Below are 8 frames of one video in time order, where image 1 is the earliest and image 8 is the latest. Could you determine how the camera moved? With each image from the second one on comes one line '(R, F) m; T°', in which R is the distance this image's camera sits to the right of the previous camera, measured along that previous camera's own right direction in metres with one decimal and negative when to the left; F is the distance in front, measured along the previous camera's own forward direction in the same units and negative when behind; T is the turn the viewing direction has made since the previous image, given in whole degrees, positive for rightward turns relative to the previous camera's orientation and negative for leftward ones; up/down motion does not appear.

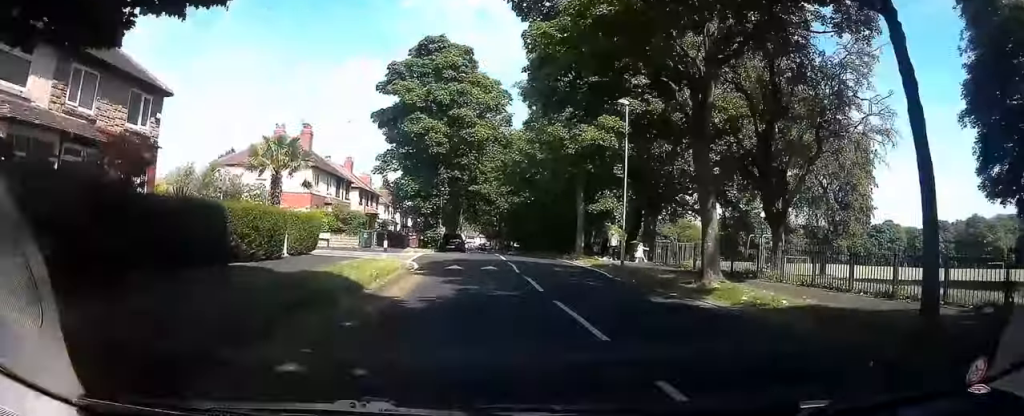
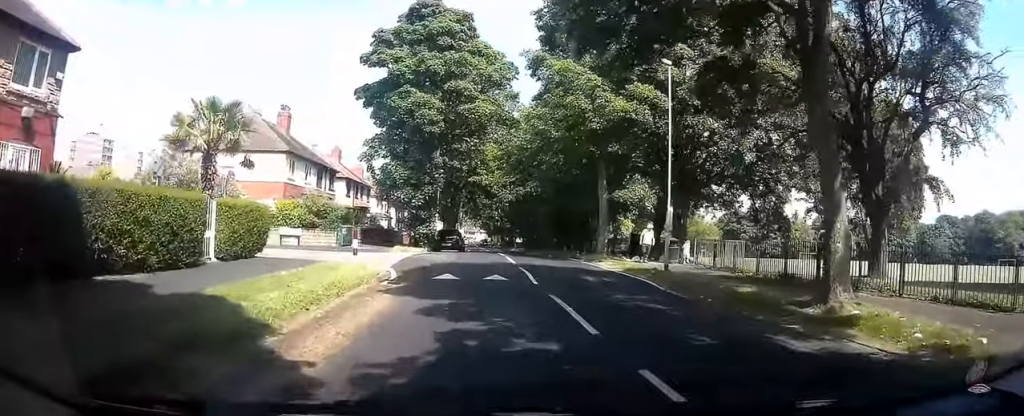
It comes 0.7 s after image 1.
(0.0, +6.2) m; +1°
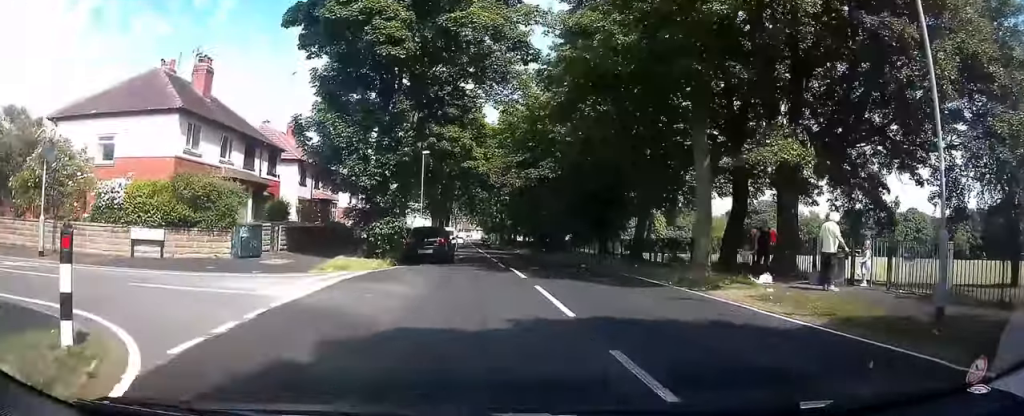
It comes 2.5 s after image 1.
(-0.1, +13.9) m; +1°
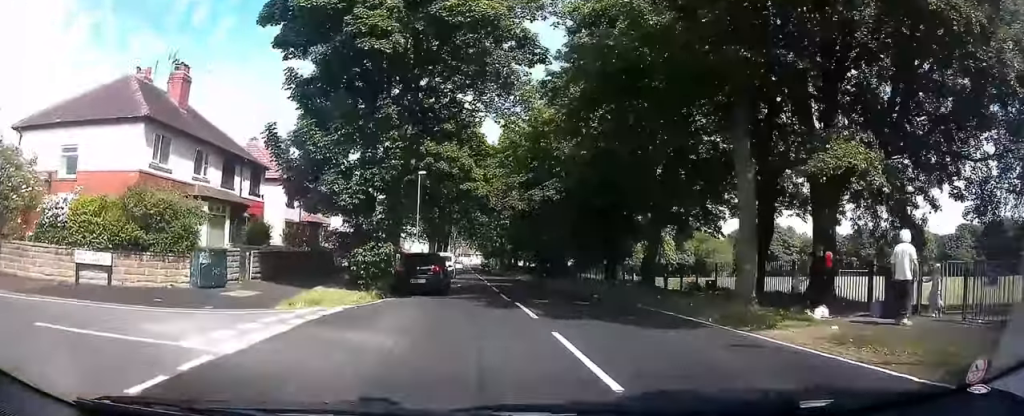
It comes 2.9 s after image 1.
(+0.1, +3.0) m; 0°
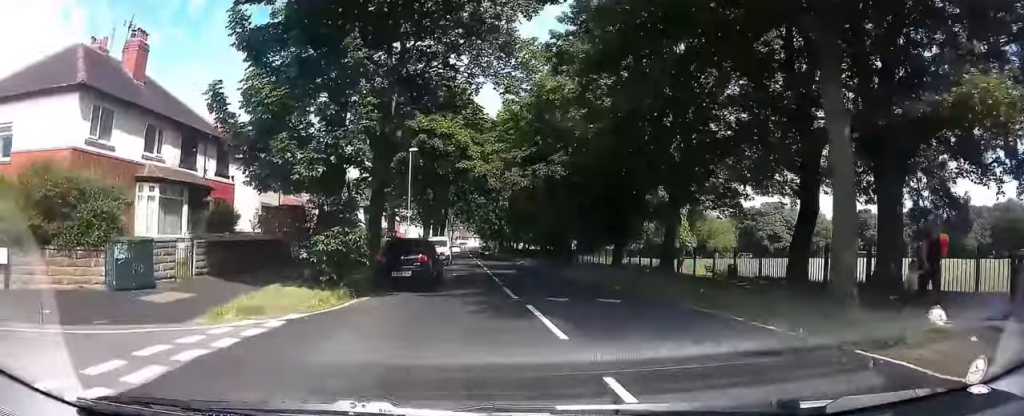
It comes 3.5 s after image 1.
(+0.3, +4.5) m; 0°
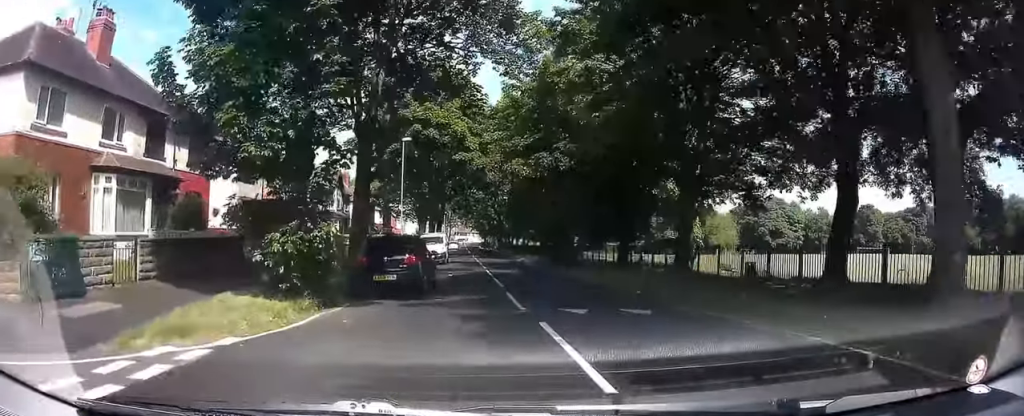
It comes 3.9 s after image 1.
(-0.1, +3.1) m; -1°
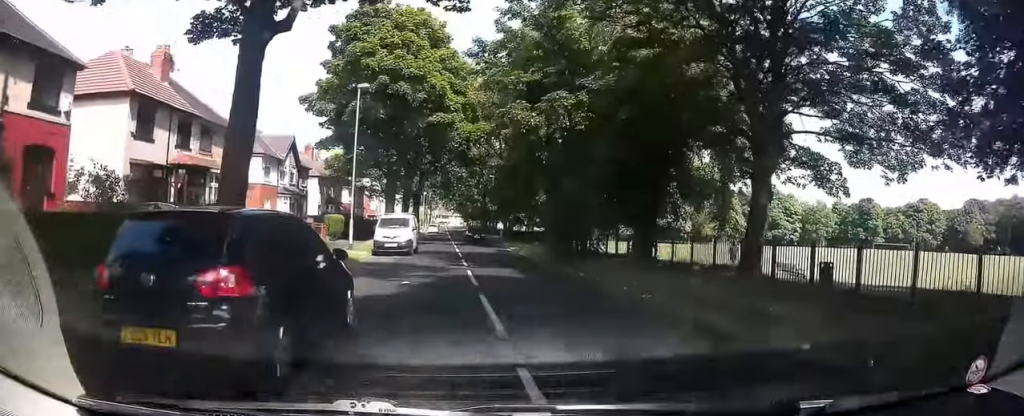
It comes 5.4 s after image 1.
(-0.5, +10.5) m; -2°
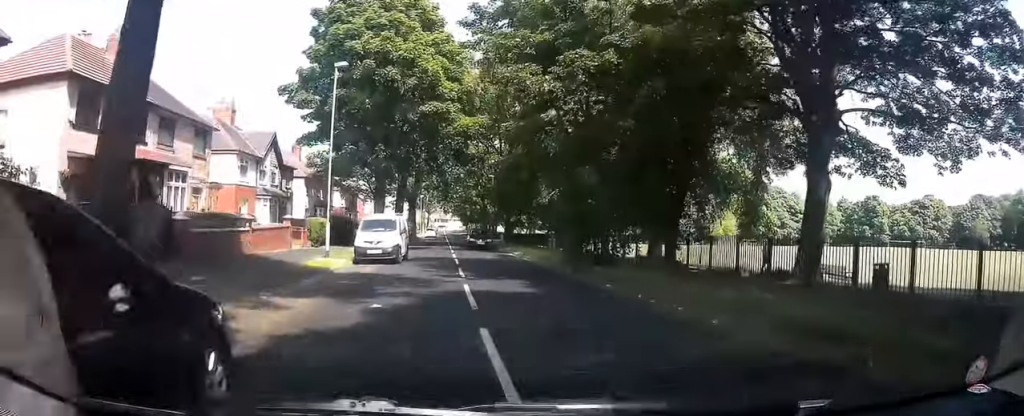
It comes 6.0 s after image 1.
(0.0, +4.0) m; +2°
